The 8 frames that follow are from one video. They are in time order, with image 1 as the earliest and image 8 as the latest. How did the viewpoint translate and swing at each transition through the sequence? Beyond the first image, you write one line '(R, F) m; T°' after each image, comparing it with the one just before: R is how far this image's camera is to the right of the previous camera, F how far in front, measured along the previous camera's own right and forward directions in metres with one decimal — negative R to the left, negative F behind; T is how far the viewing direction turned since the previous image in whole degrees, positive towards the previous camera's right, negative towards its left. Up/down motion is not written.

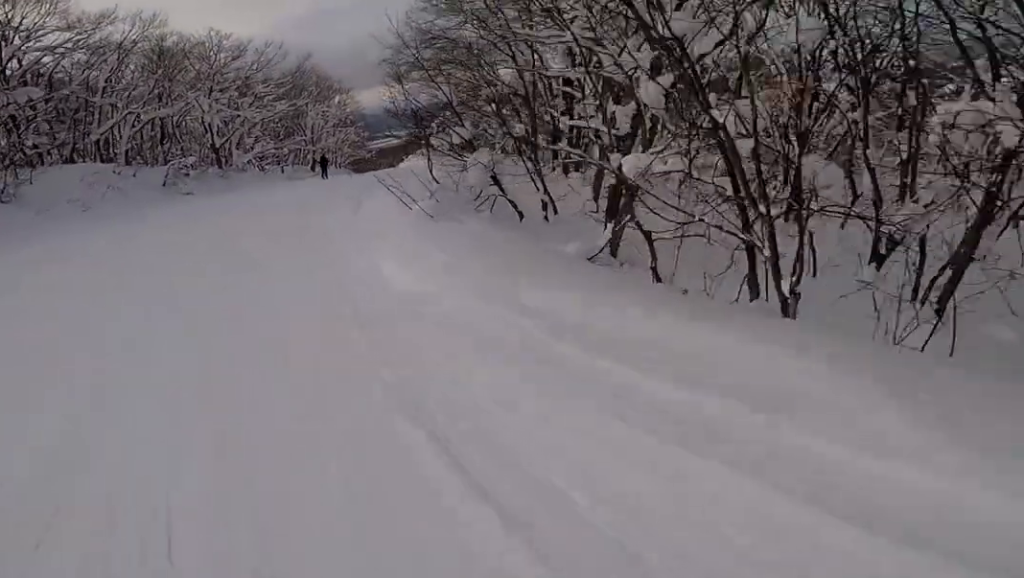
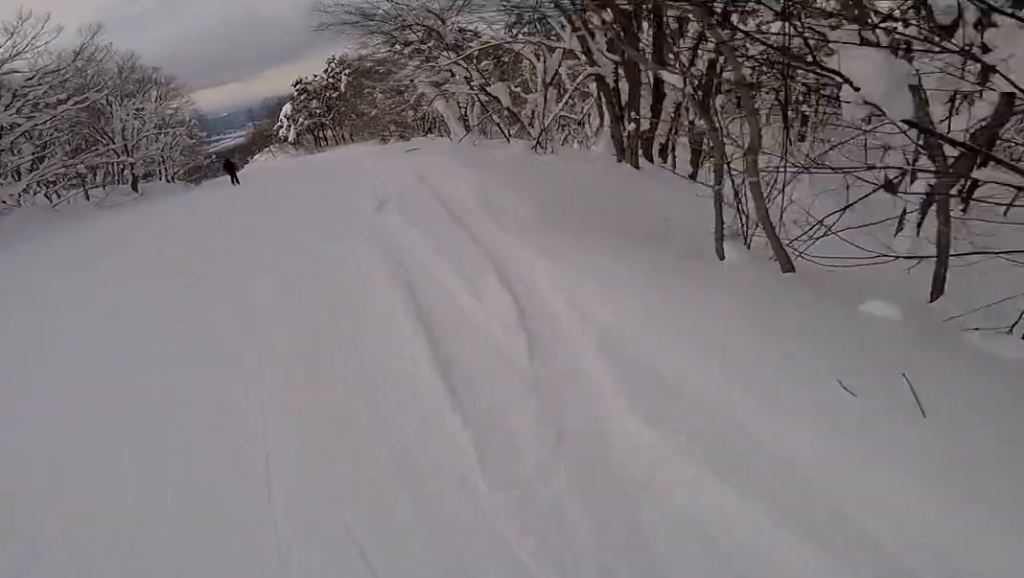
(+1.2, +14.6) m; +11°
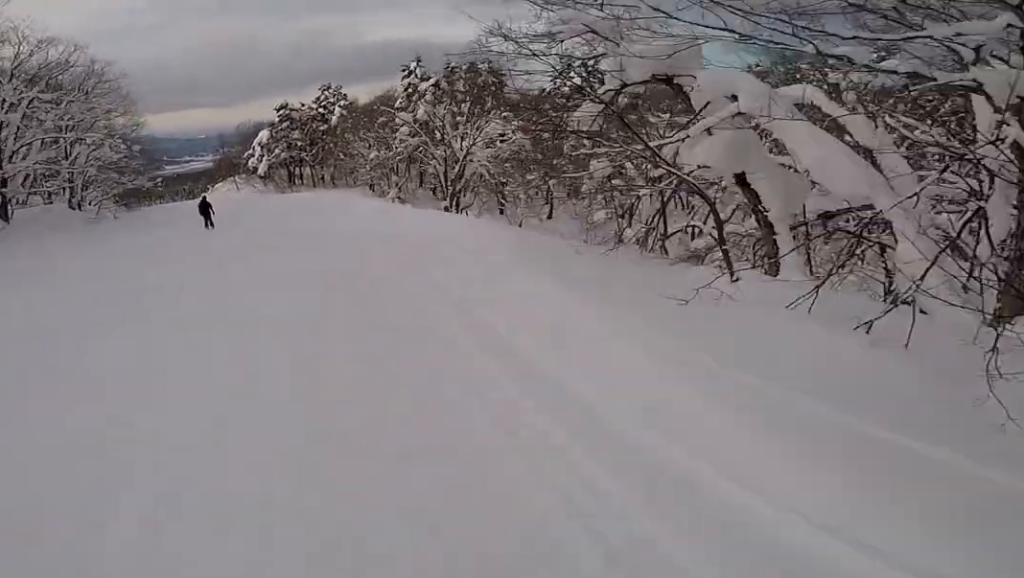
(+2.5, +17.5) m; +8°
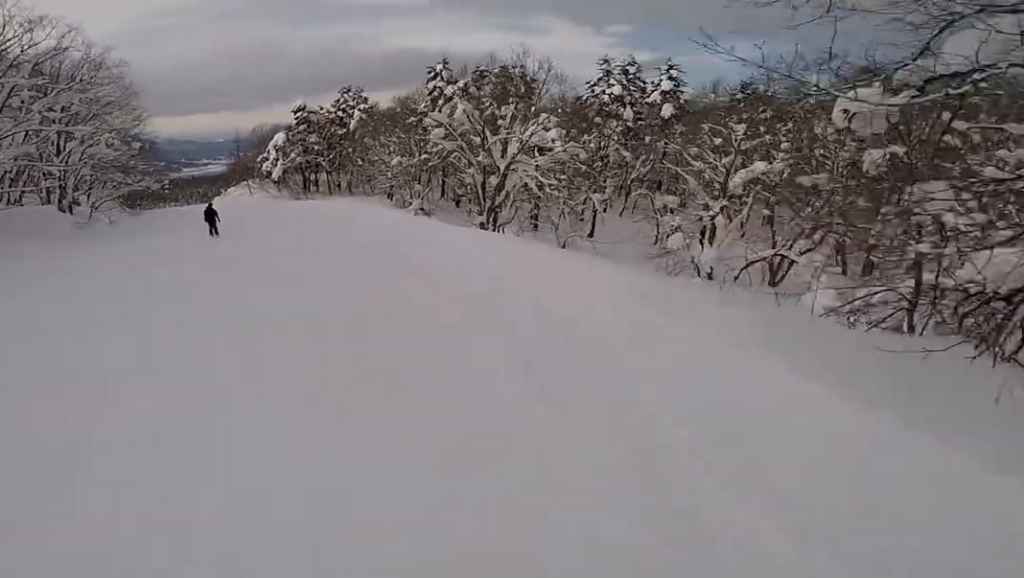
(-0.3, +4.9) m; -2°
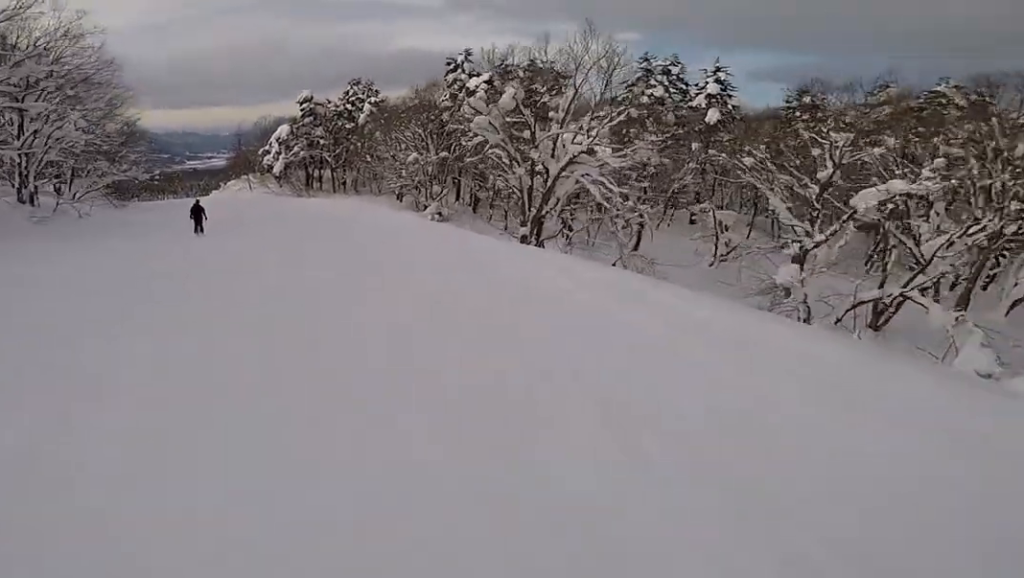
(-0.3, +5.7) m; -3°
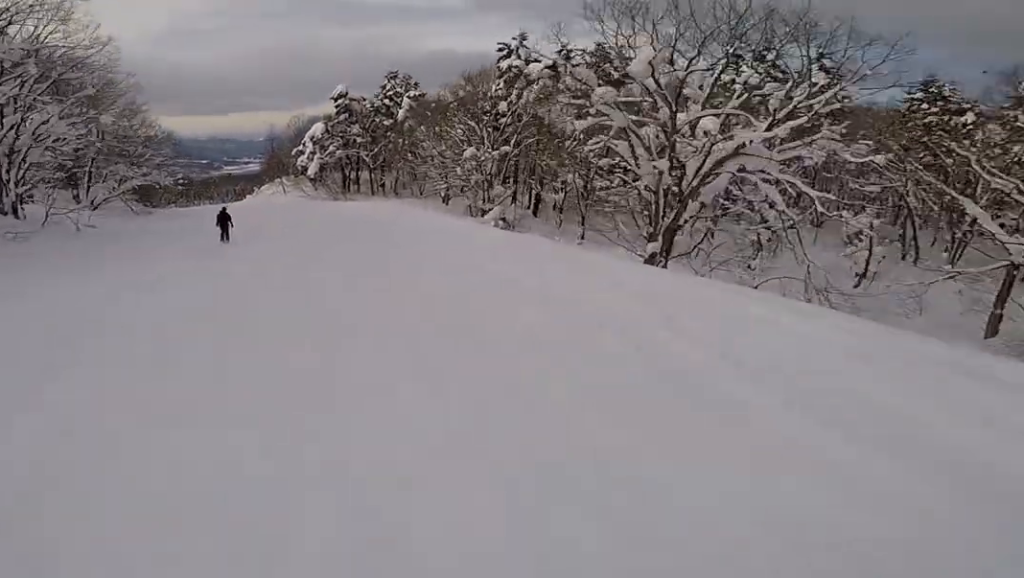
(-0.1, +6.8) m; -1°
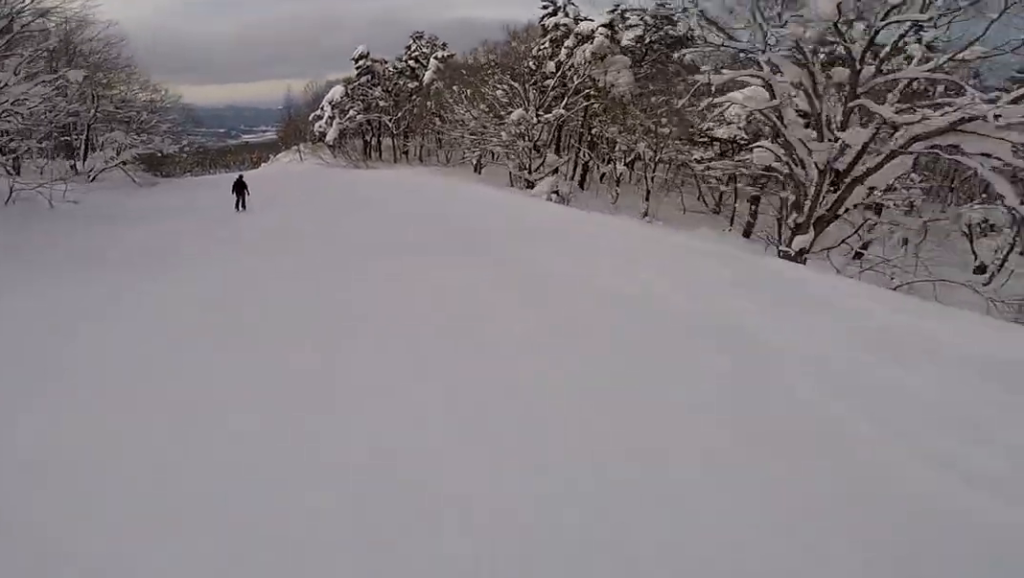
(0.0, +4.8) m; -1°
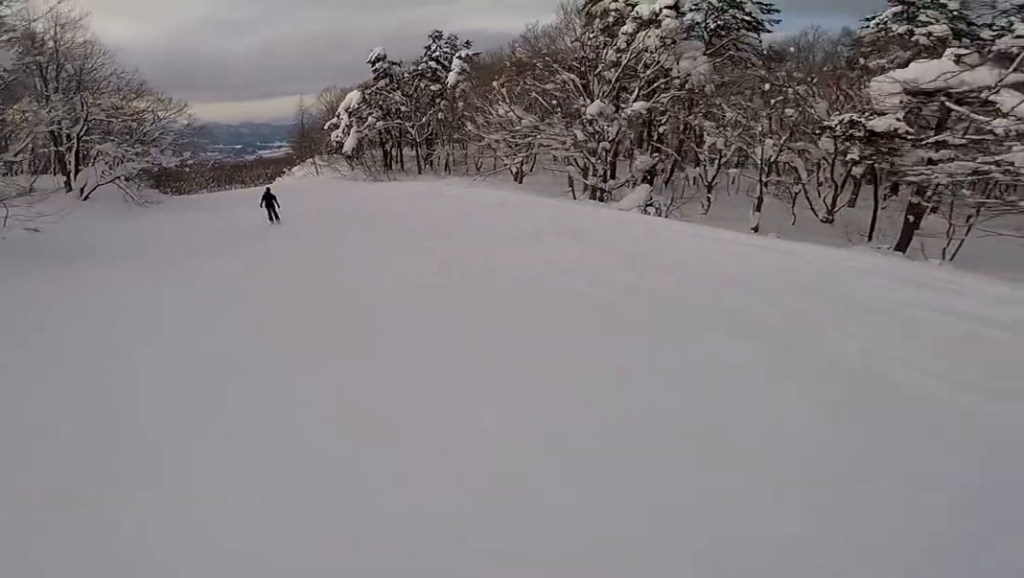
(0.0, +7.0) m; -3°
